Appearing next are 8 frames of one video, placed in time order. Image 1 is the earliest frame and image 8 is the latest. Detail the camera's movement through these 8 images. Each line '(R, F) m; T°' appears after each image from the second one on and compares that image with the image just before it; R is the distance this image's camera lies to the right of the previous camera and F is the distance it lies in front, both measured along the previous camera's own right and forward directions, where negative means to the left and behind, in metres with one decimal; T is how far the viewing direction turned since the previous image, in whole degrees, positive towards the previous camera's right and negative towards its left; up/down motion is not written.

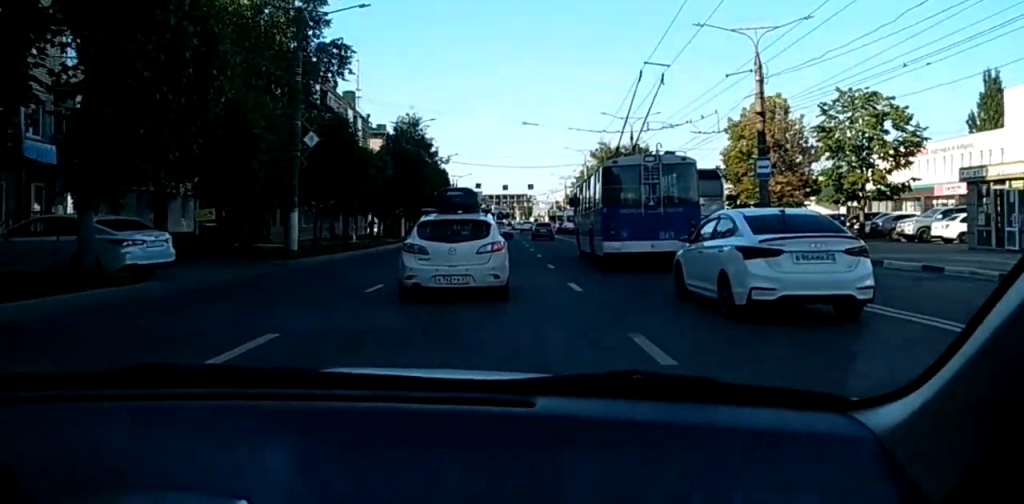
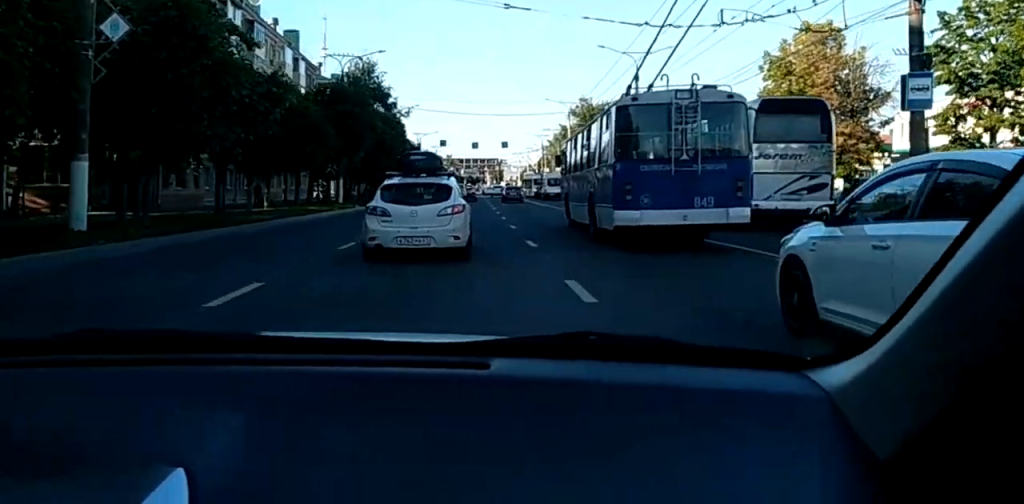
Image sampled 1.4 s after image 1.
(+0.9, +16.6) m; +3°
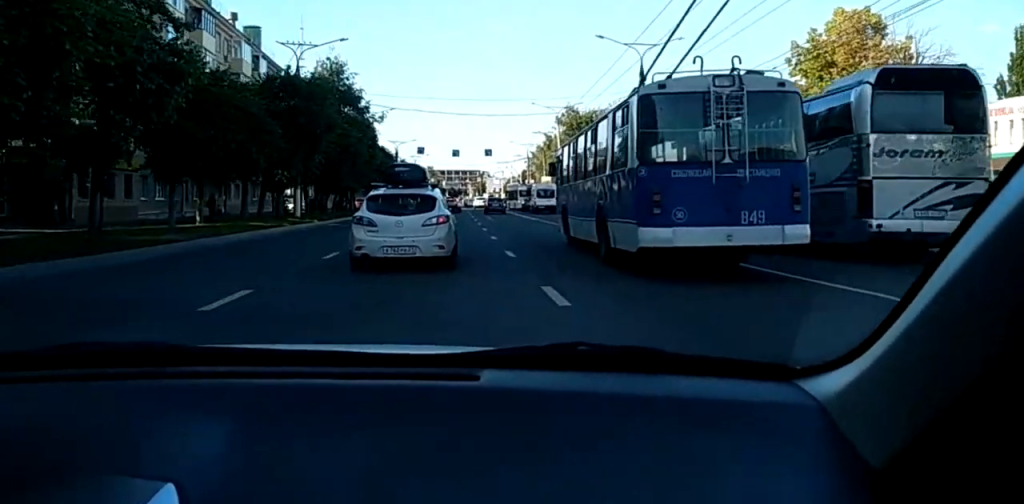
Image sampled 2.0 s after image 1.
(0.0, +7.9) m; +1°
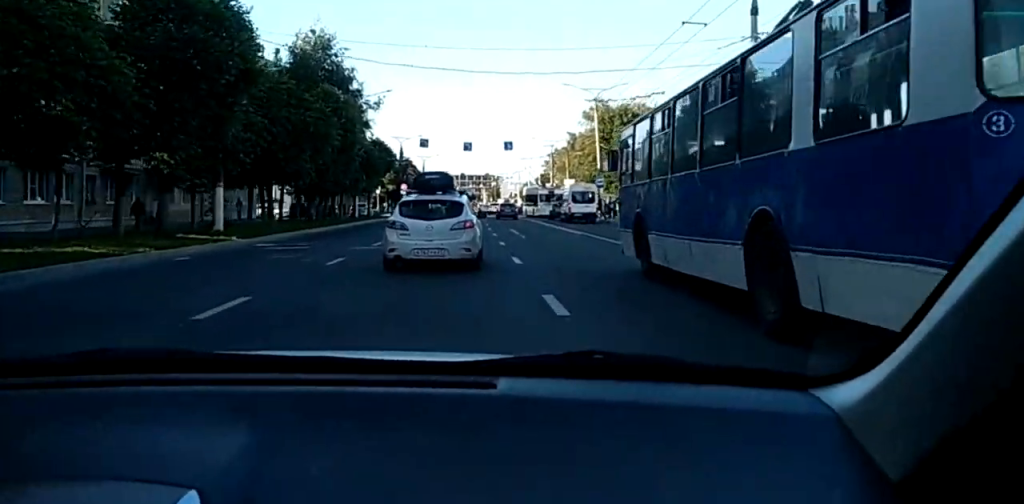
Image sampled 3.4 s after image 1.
(+0.4, +17.0) m; +1°
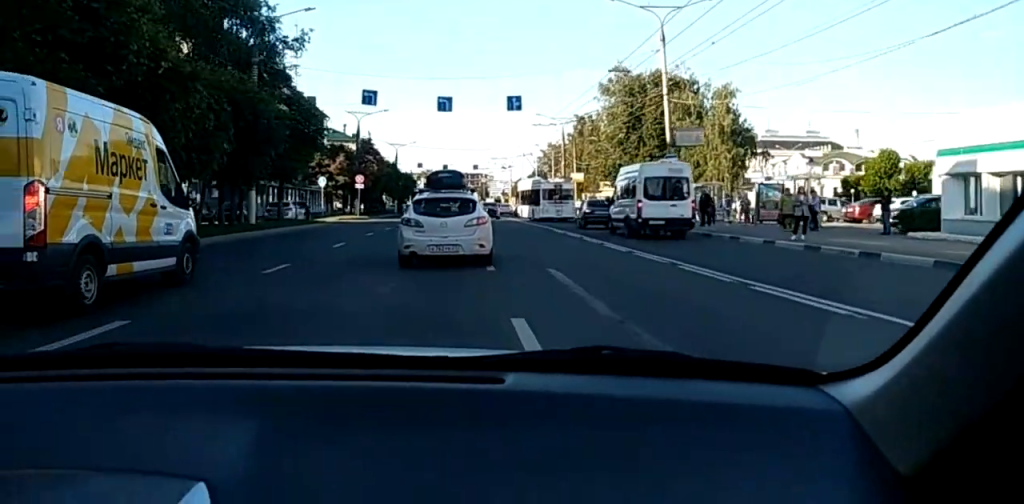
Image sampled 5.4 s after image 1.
(-0.6, +26.2) m; 0°
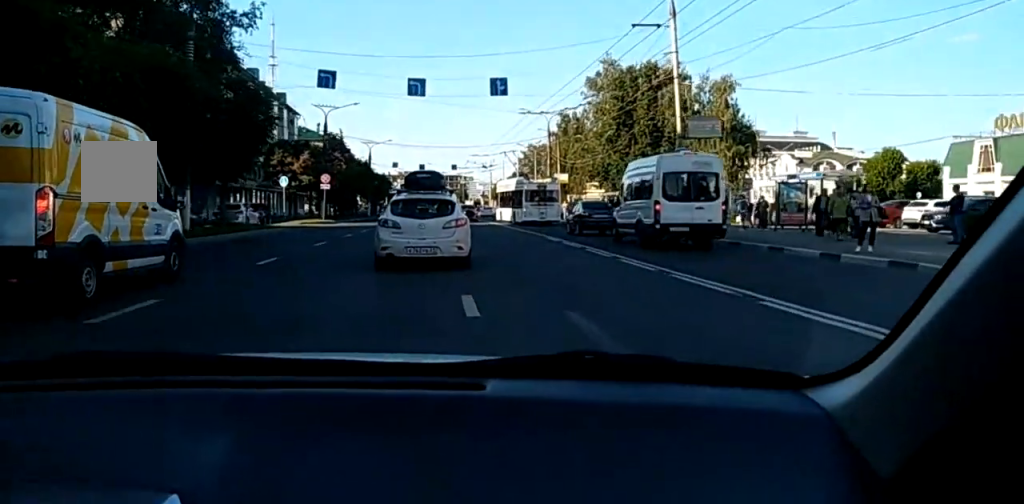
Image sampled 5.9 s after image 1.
(+0.2, +5.6) m; +1°
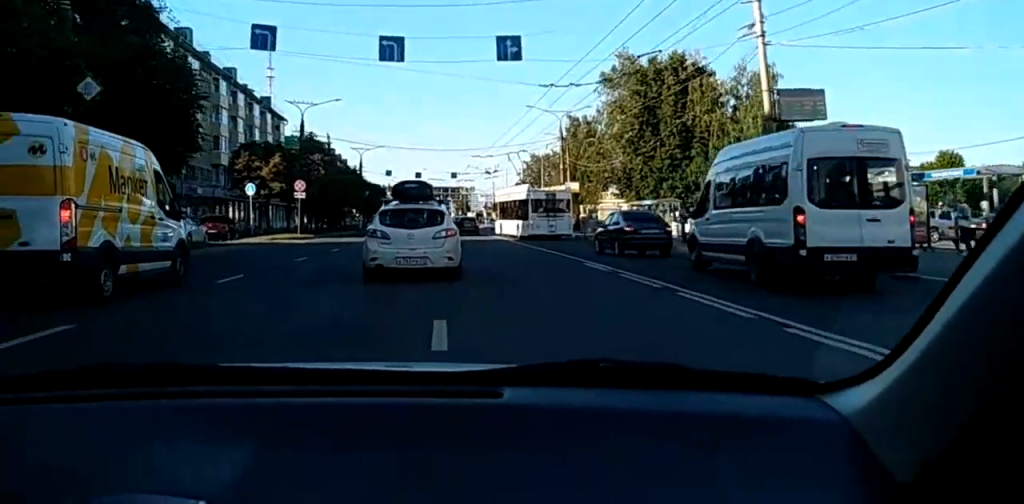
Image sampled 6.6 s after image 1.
(-0.1, +9.5) m; 0°
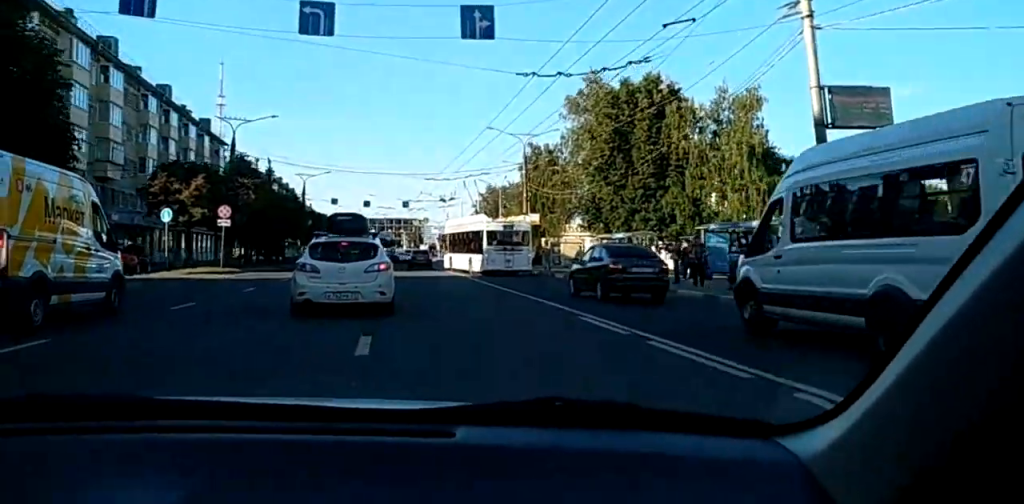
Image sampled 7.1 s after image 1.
(0.0, +5.9) m; 0°
